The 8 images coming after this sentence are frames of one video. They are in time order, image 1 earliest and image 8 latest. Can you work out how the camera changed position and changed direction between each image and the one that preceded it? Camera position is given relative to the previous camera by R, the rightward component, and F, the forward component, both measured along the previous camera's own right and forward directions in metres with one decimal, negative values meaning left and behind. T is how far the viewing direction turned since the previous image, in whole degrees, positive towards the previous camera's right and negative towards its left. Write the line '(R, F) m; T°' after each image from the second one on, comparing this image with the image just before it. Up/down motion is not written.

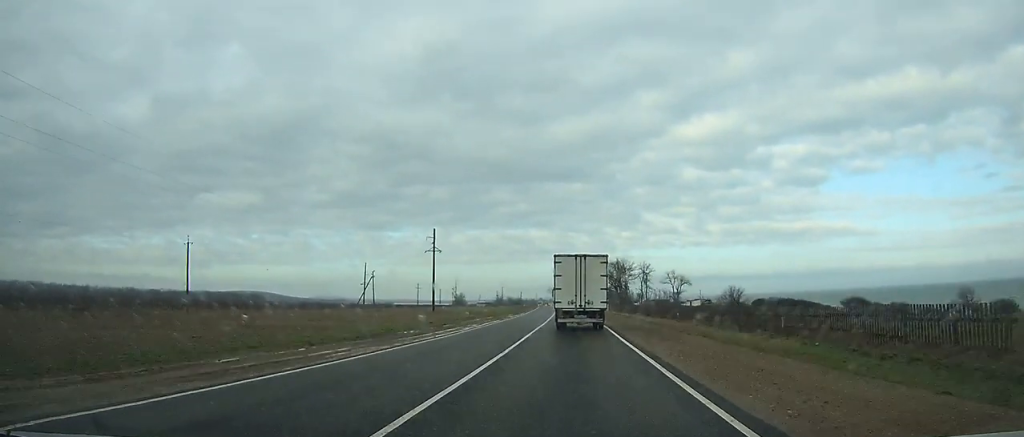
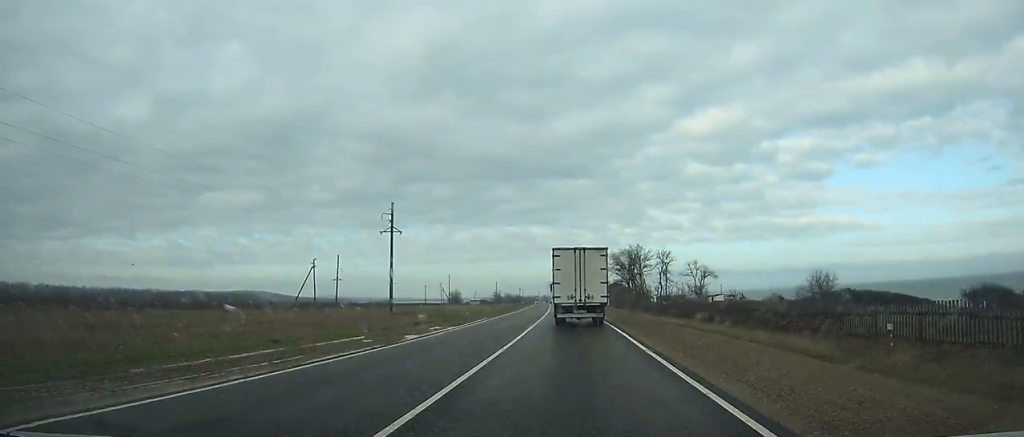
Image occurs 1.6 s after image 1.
(+0.1, +33.6) m; -1°
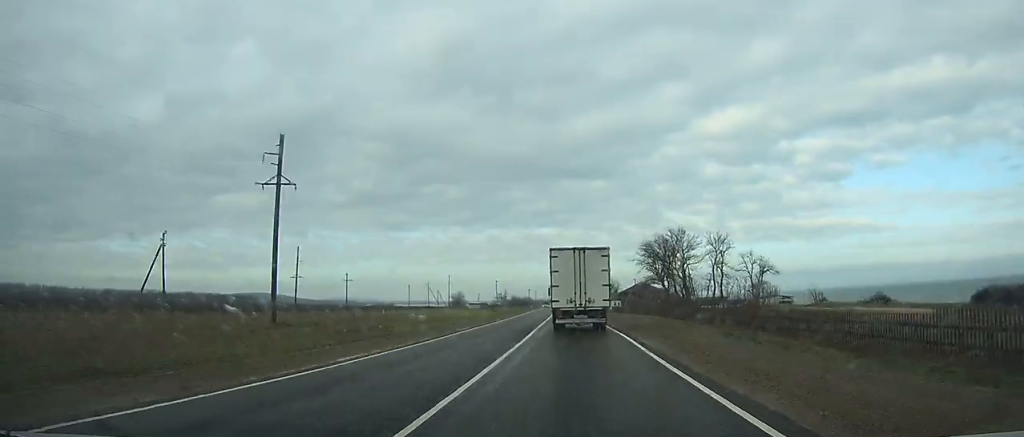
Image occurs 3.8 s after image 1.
(-0.9, +45.5) m; -1°
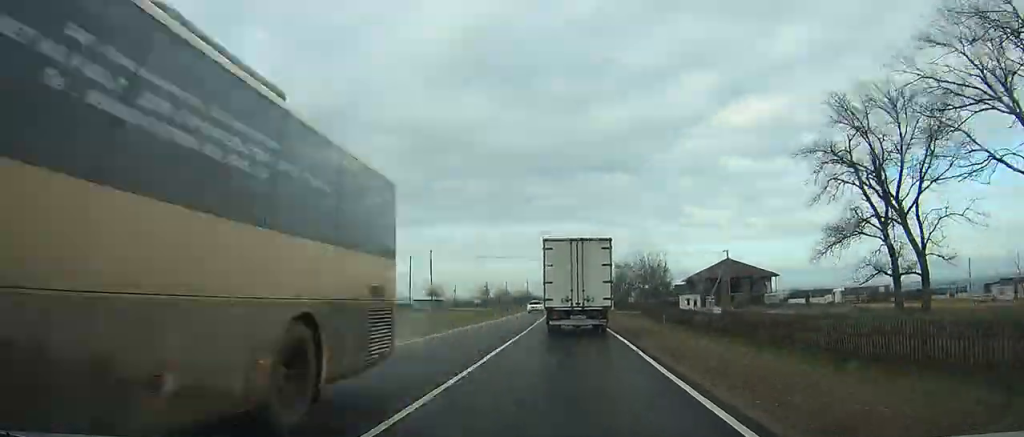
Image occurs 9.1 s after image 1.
(-1.1, +107.3) m; -1°
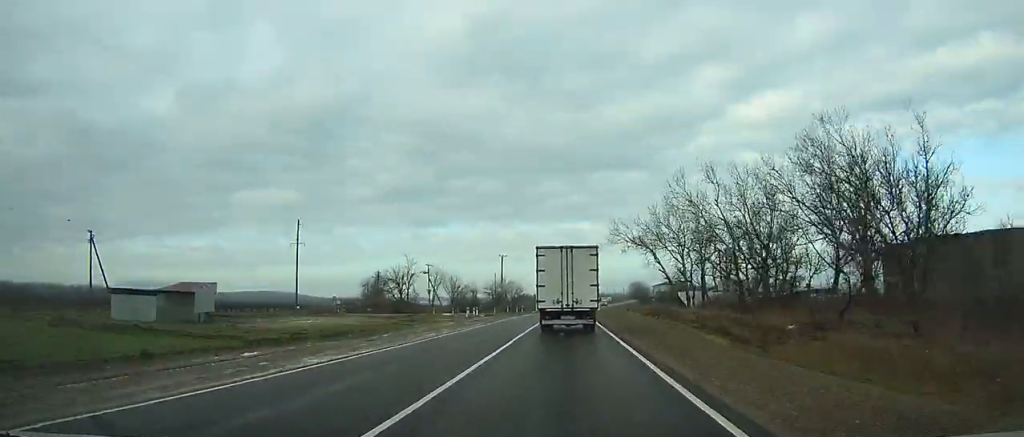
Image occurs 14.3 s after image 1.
(-1.8, +104.1) m; -1°
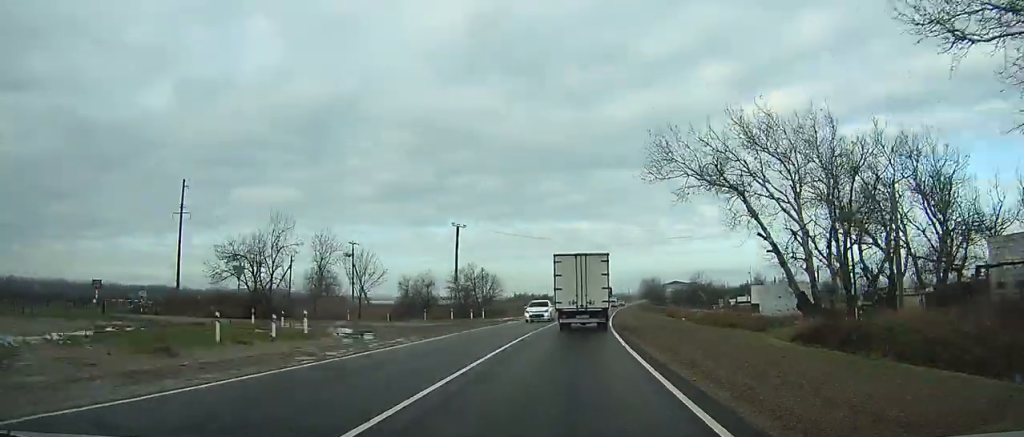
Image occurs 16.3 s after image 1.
(-0.1, +40.8) m; +2°
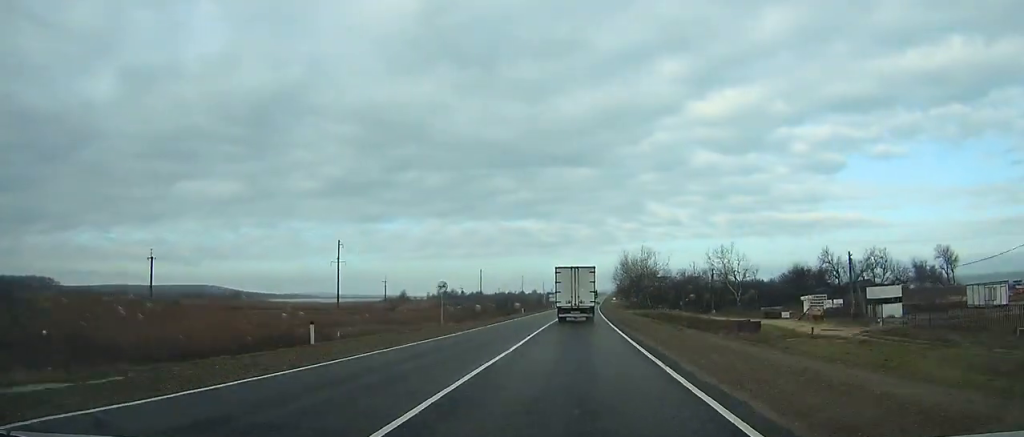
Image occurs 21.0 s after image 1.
(+4.2, +101.3) m; +4°
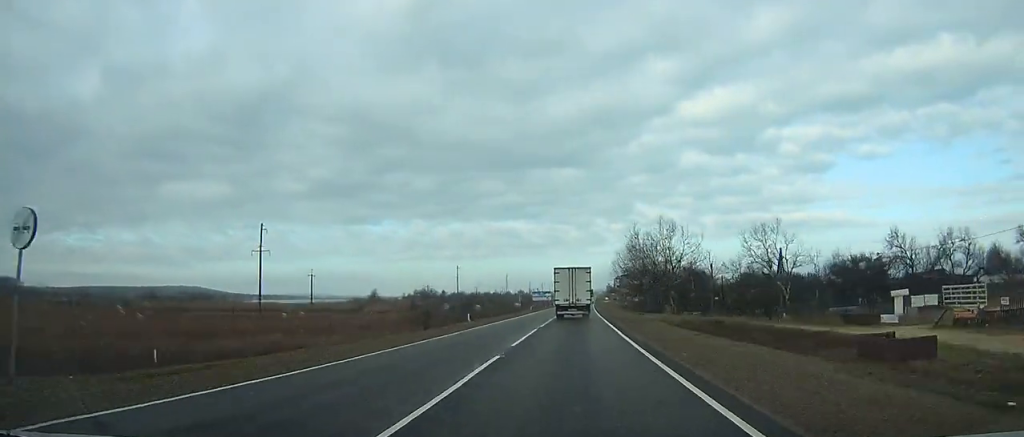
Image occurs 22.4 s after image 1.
(+0.1, +31.4) m; +1°
